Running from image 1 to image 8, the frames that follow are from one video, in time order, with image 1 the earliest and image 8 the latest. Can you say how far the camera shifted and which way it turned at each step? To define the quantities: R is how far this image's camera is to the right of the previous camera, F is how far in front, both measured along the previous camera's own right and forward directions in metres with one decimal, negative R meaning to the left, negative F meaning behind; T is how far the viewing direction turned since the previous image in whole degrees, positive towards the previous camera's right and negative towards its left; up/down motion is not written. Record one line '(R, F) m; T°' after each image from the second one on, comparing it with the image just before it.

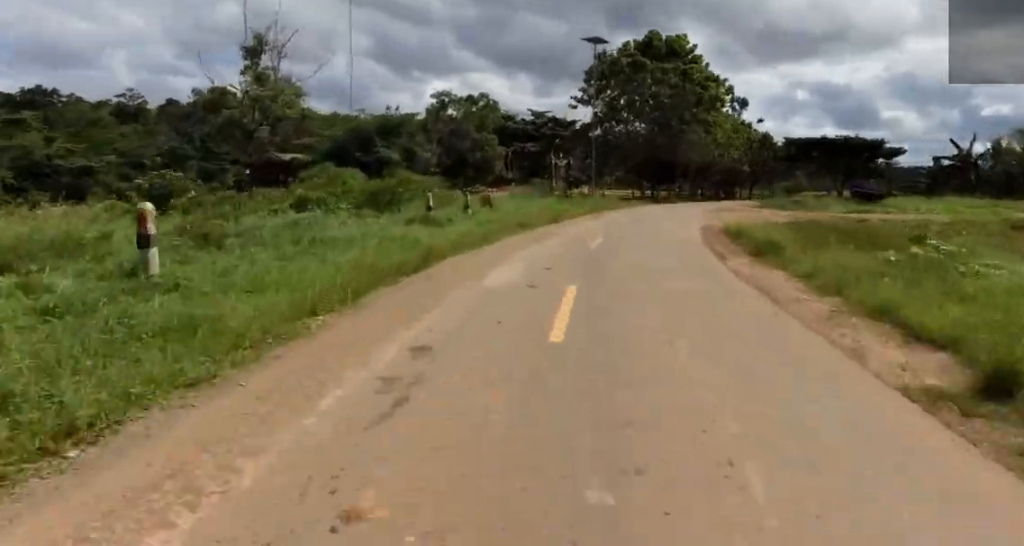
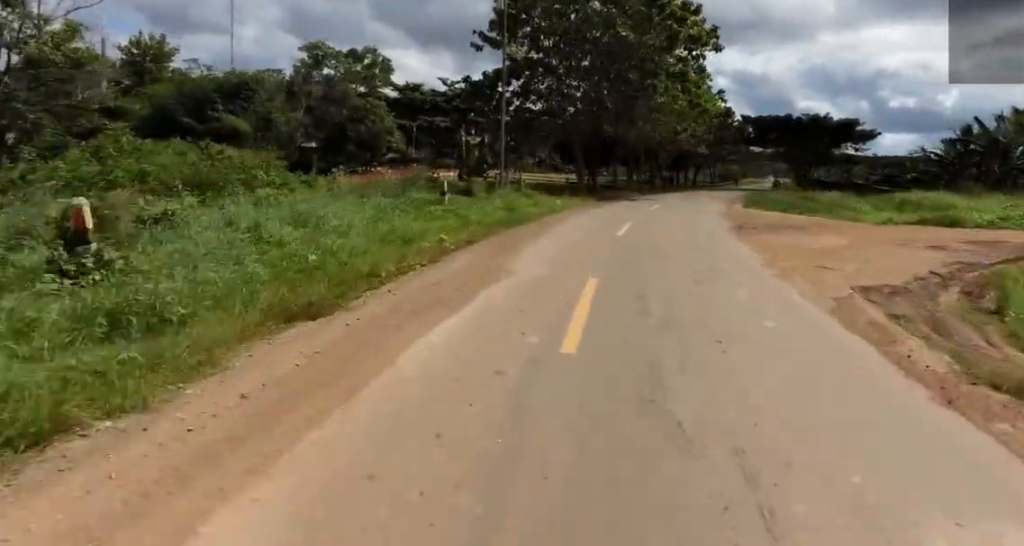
(+1.5, +15.9) m; +9°
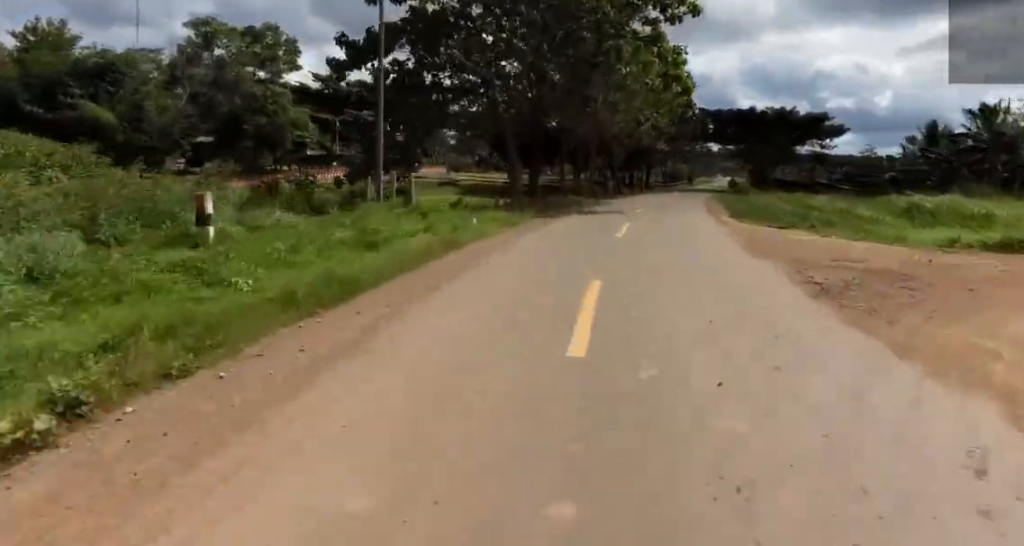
(+0.2, +8.0) m; +4°
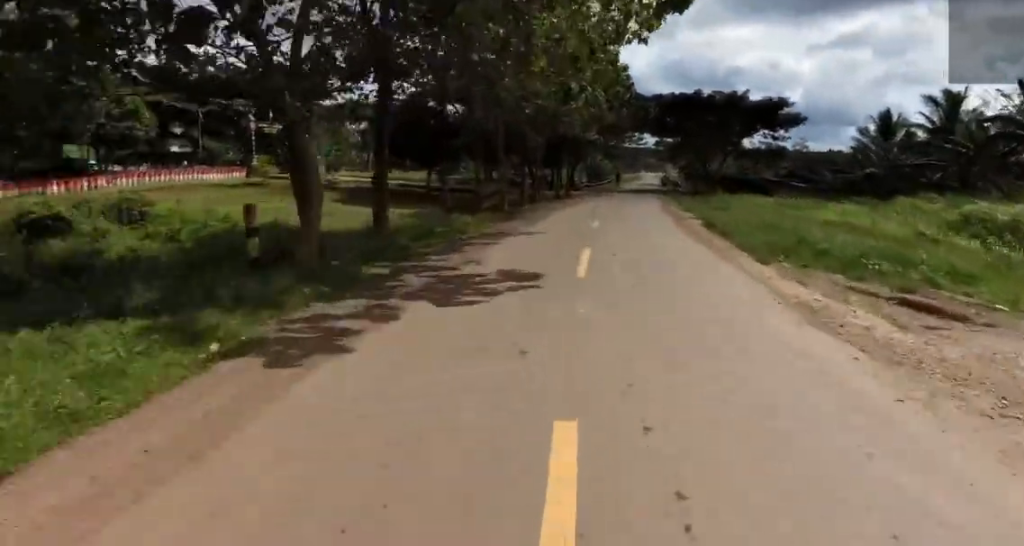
(+0.4, +11.5) m; +8°
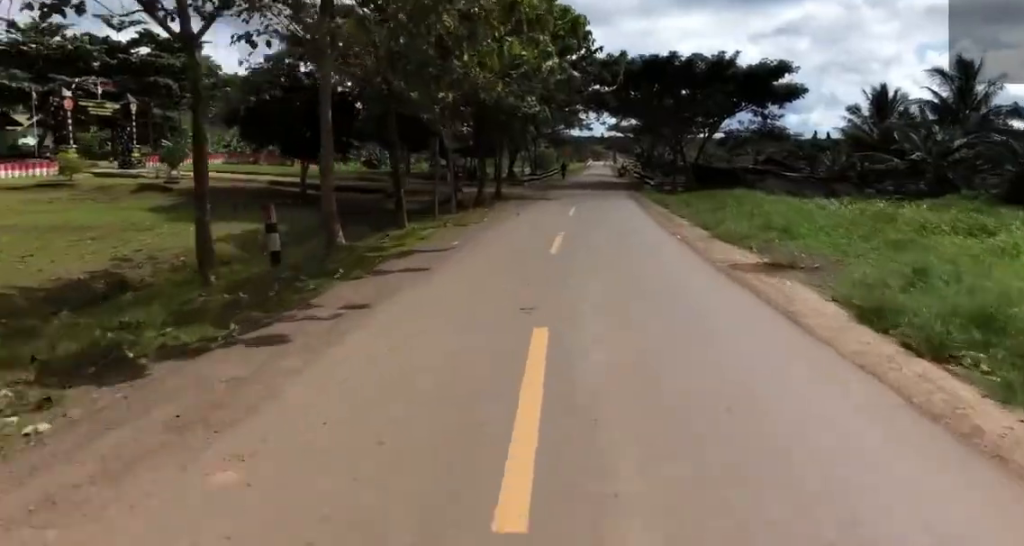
(+1.8, +13.5) m; +8°
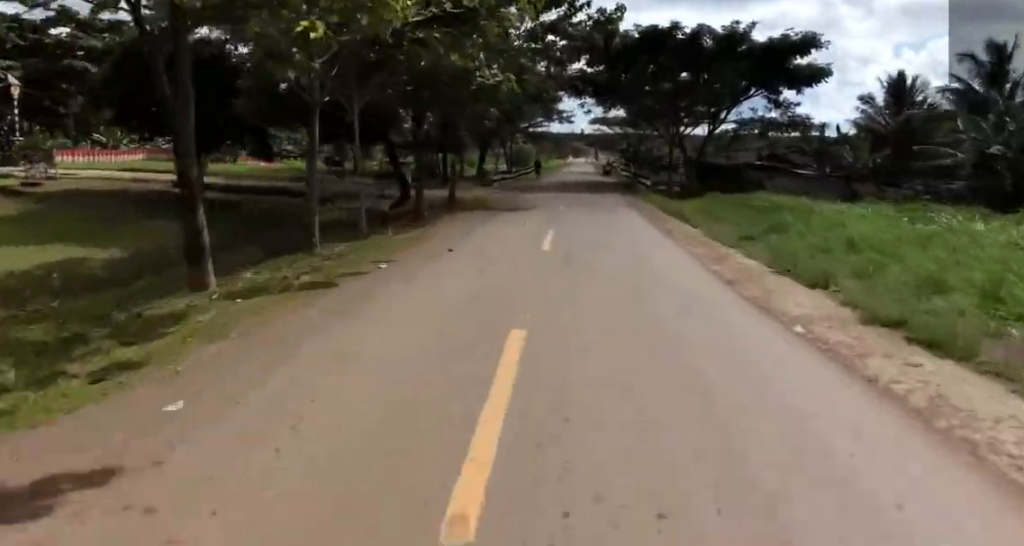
(+0.5, +7.6) m; -2°
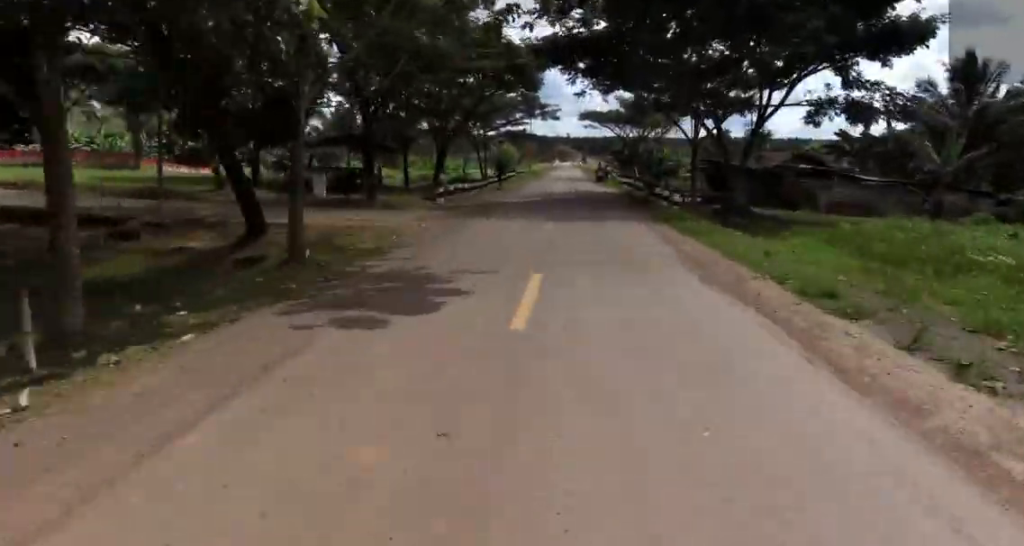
(-1.5, +12.4) m; -7°
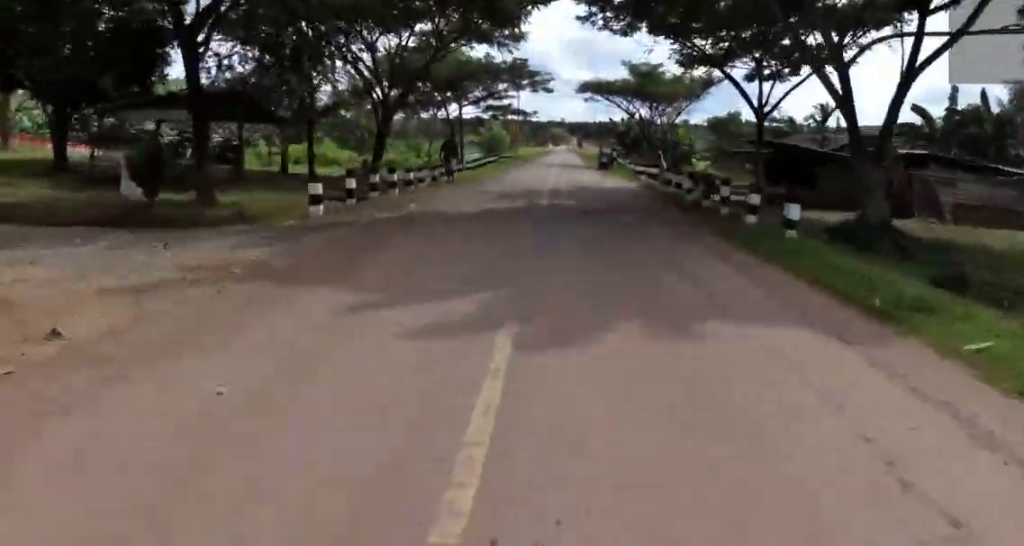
(+0.1, +12.0) m; +2°
